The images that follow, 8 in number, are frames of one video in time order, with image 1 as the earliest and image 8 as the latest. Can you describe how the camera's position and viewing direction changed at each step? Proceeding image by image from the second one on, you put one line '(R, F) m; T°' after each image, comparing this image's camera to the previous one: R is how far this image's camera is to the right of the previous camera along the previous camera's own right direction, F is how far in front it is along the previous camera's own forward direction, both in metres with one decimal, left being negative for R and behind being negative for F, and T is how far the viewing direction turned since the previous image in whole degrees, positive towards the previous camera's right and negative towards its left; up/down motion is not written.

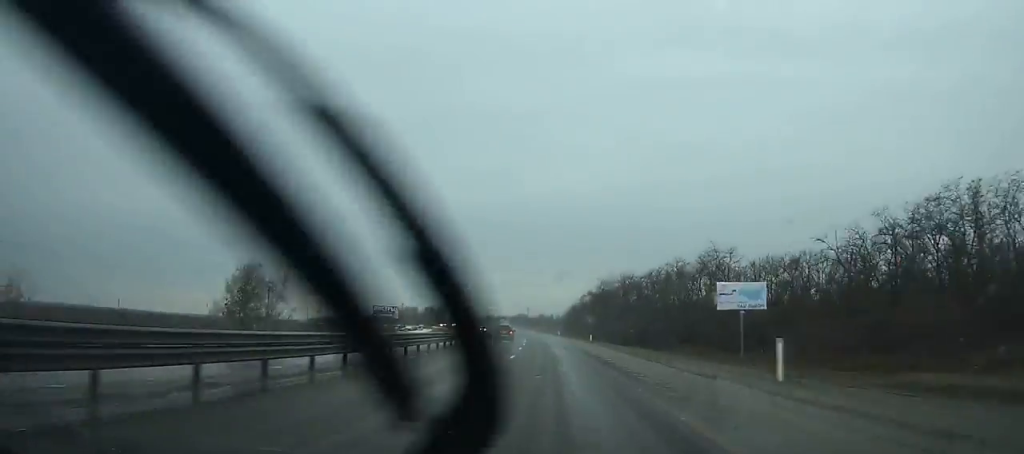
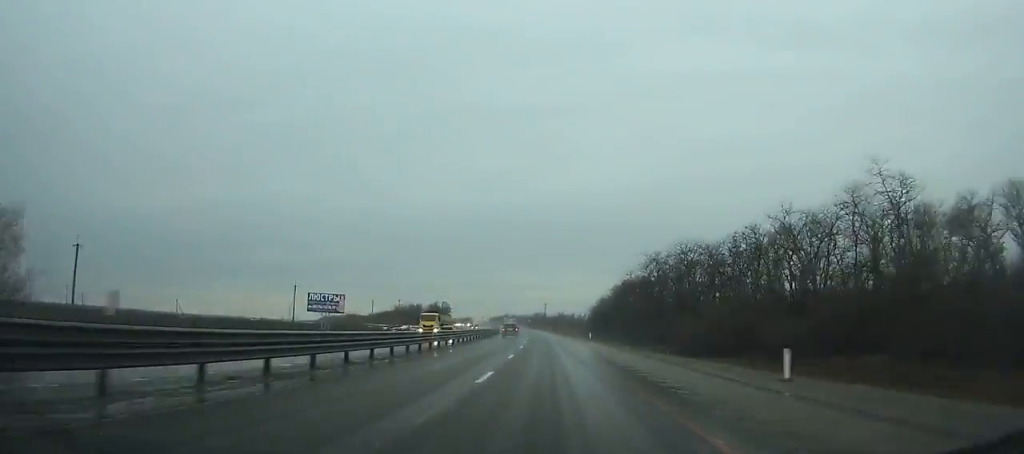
(-0.2, +49.0) m; -2°
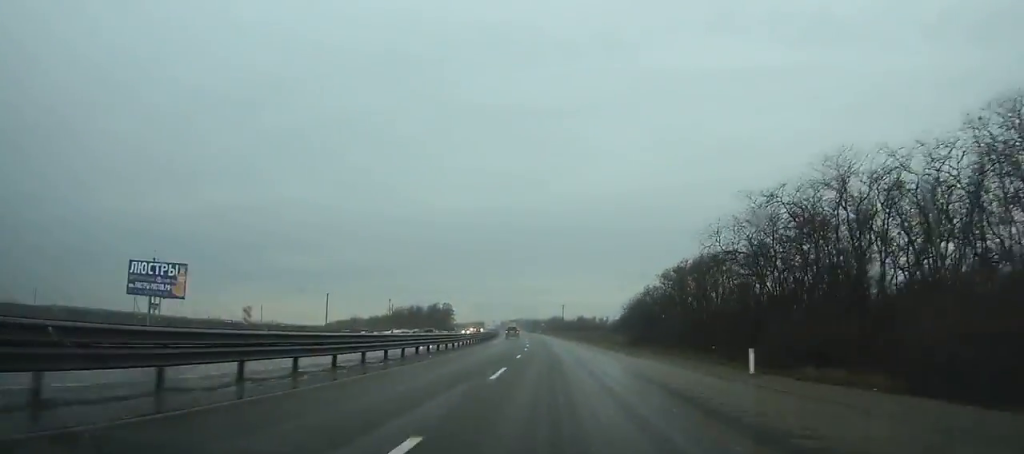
(-1.3, +45.3) m; -2°
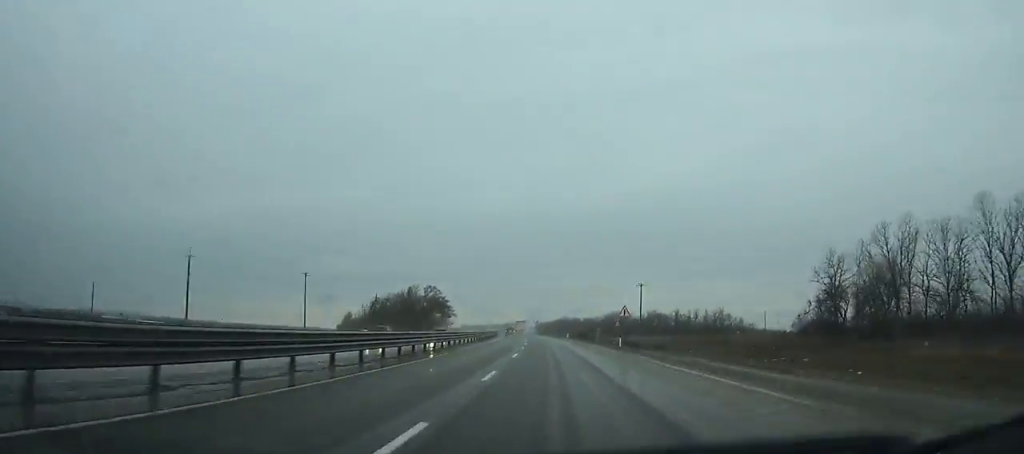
(-4.3, +123.3) m; -4°
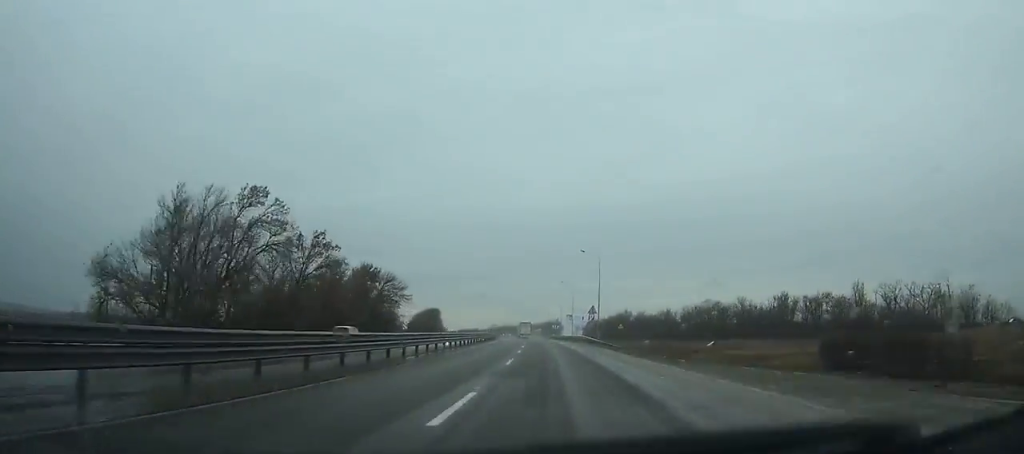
(-4.6, +115.3) m; -4°
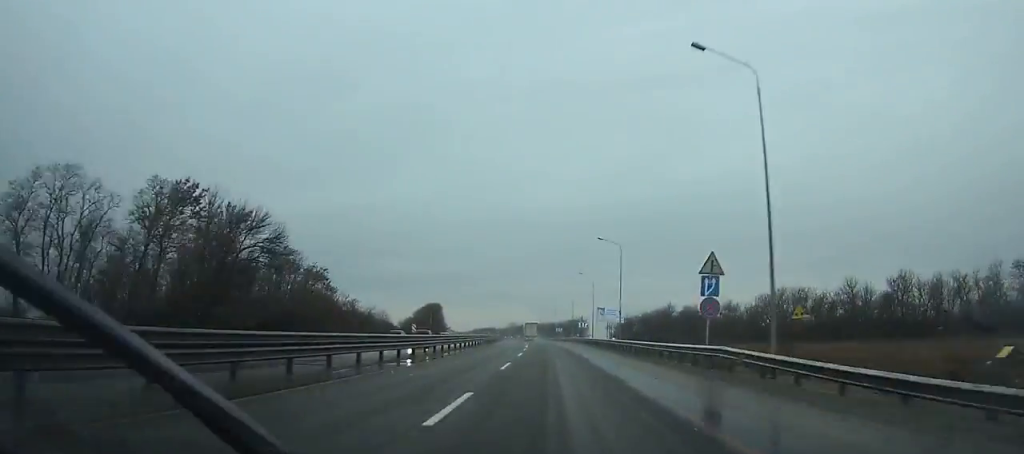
(-0.2, +49.3) m; -2°
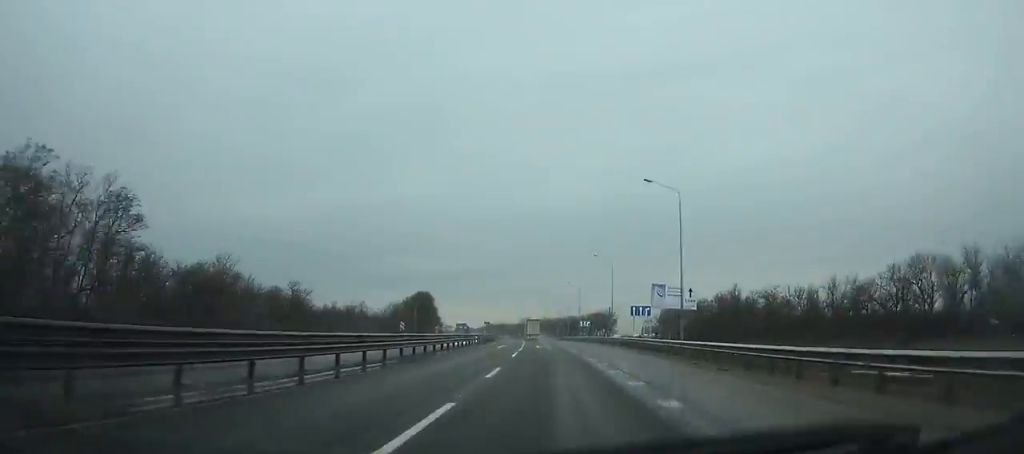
(-1.2, +52.3) m; -2°
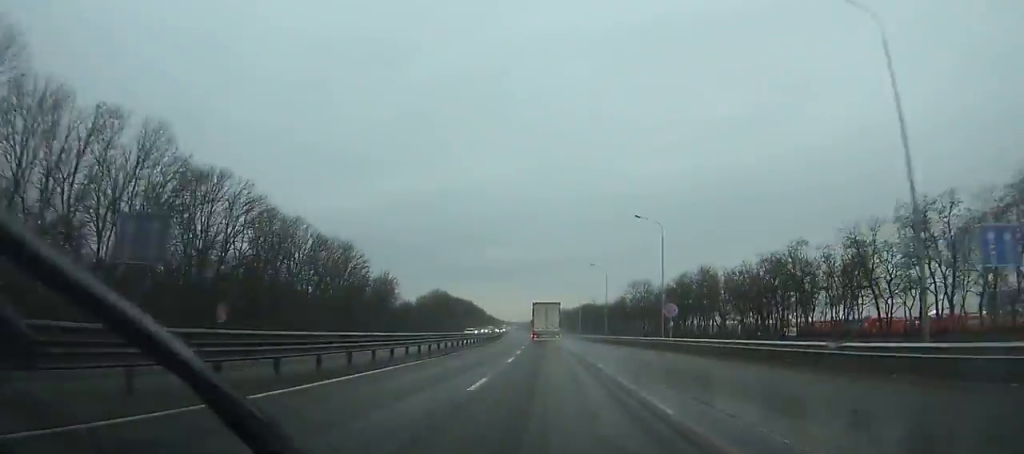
(-18.0, +220.6) m; -10°
